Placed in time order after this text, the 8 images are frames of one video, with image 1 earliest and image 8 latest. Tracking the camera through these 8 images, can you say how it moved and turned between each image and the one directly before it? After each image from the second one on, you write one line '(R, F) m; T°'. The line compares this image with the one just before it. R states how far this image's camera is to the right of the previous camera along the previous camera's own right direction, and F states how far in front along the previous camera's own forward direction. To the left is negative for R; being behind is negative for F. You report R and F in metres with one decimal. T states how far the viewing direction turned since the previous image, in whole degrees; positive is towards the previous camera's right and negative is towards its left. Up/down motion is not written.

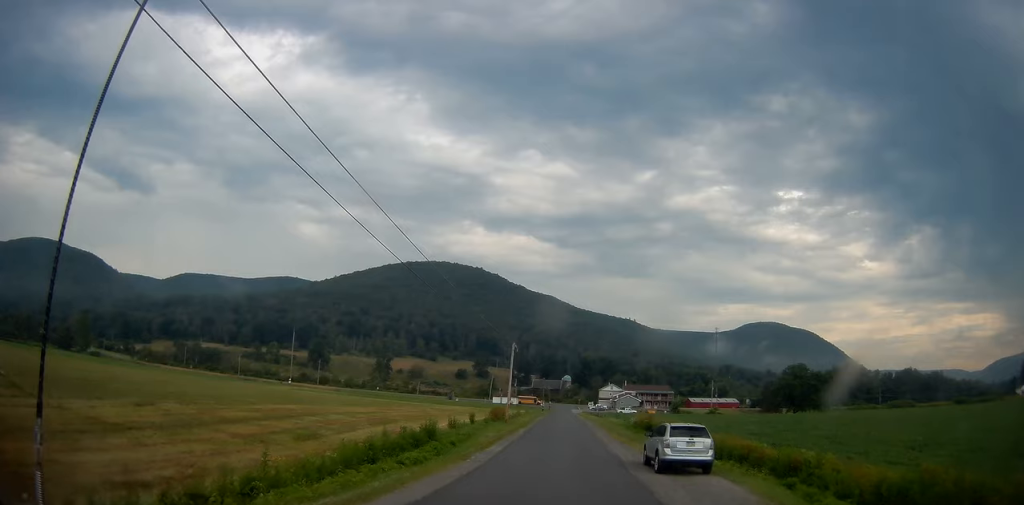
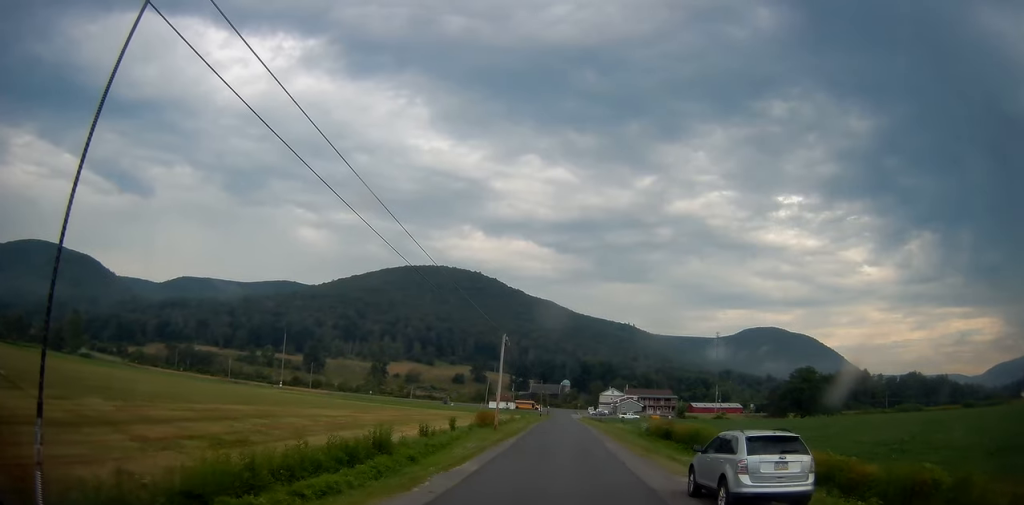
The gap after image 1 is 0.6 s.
(+0.2, +8.1) m; +1°
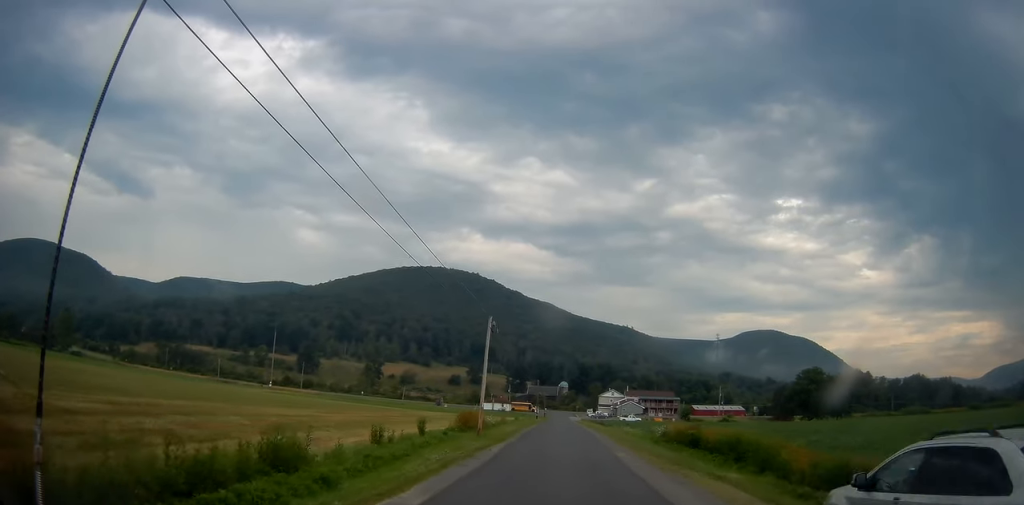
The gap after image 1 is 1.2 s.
(+0.1, +7.9) m; +1°
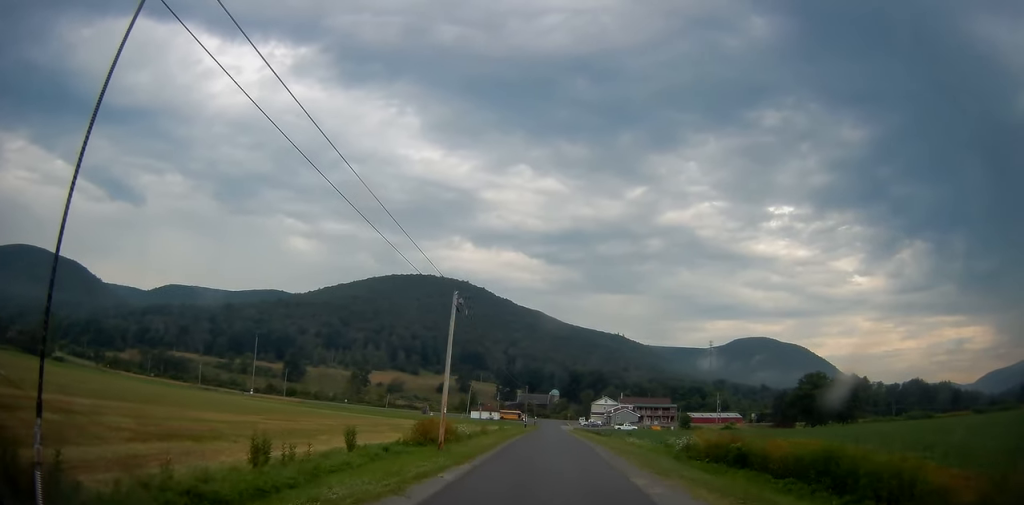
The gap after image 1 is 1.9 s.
(0.0, +9.0) m; 0°
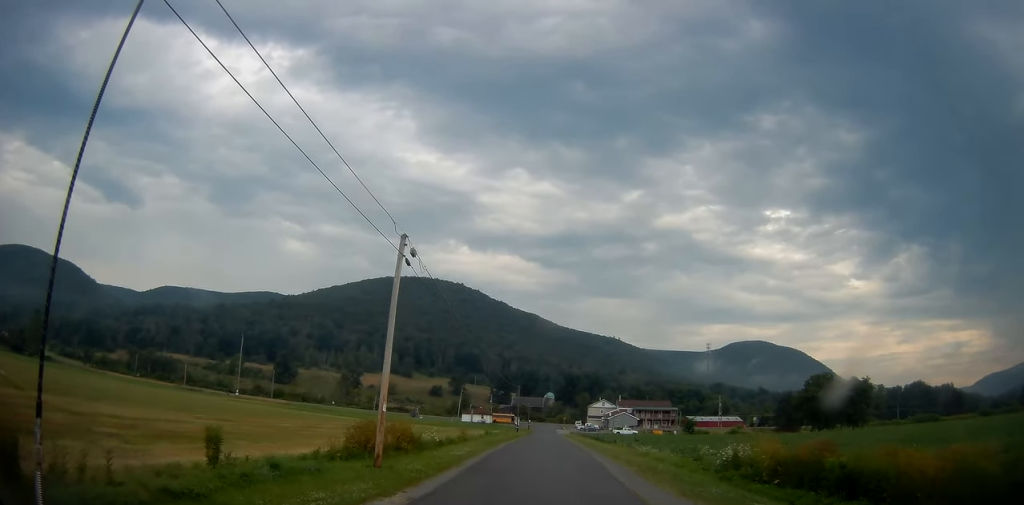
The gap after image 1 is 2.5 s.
(0.0, +8.5) m; 0°
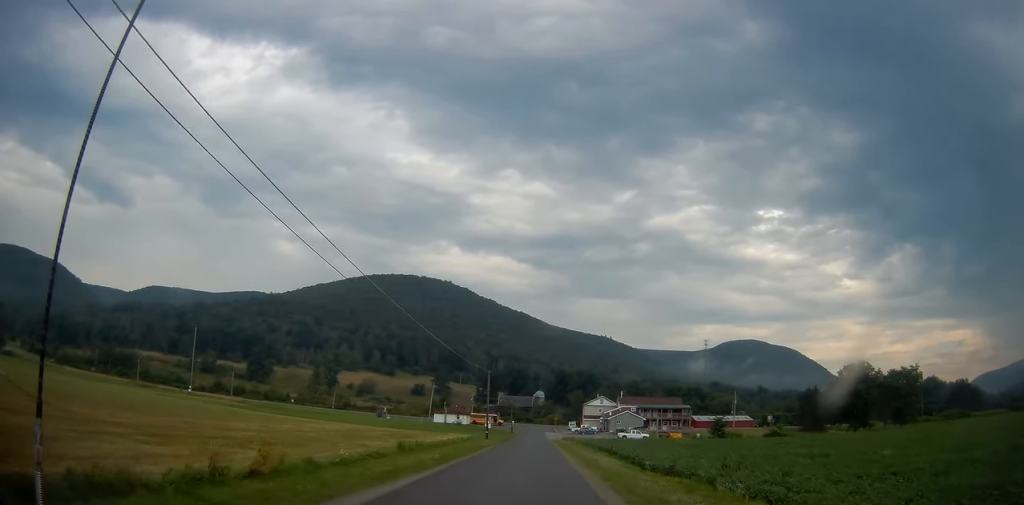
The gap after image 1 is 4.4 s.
(+0.3, +28.5) m; 0°
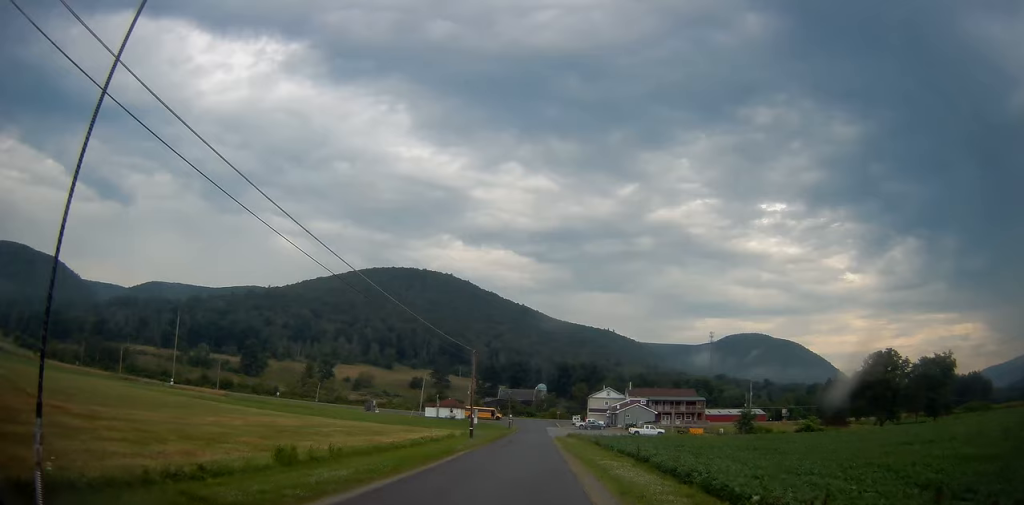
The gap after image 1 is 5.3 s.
(-0.2, +12.9) m; -1°
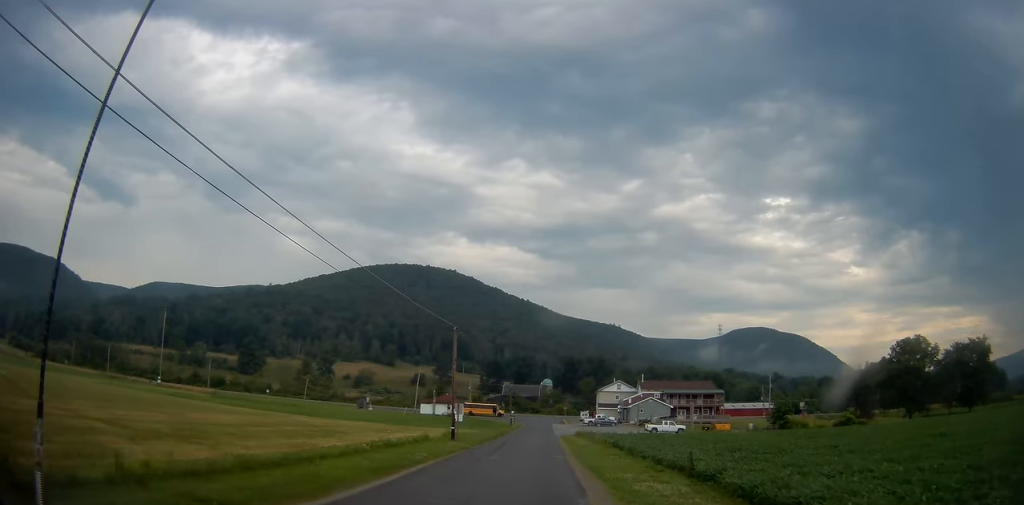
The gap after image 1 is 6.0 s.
(0.0, +10.9) m; 0°
